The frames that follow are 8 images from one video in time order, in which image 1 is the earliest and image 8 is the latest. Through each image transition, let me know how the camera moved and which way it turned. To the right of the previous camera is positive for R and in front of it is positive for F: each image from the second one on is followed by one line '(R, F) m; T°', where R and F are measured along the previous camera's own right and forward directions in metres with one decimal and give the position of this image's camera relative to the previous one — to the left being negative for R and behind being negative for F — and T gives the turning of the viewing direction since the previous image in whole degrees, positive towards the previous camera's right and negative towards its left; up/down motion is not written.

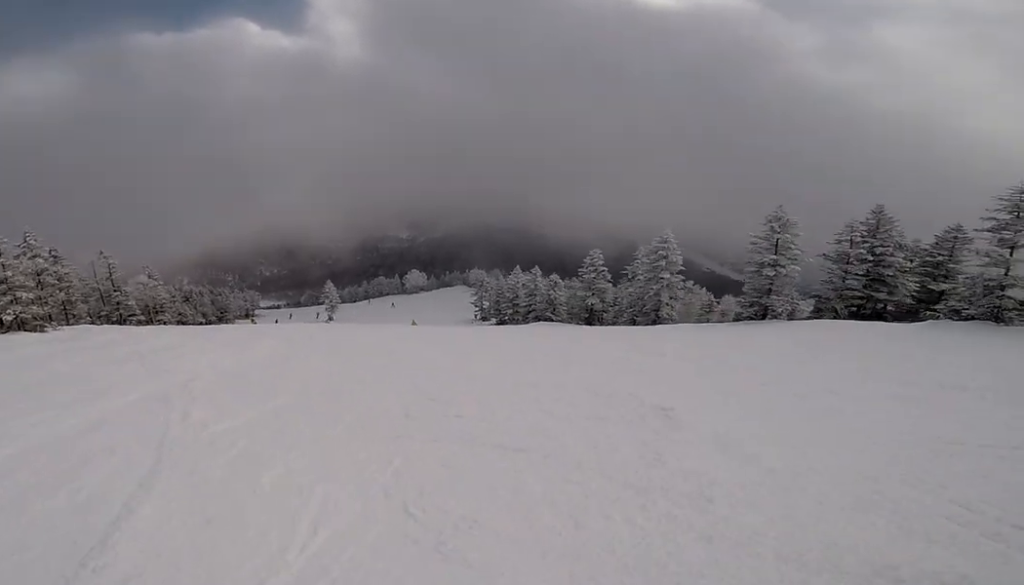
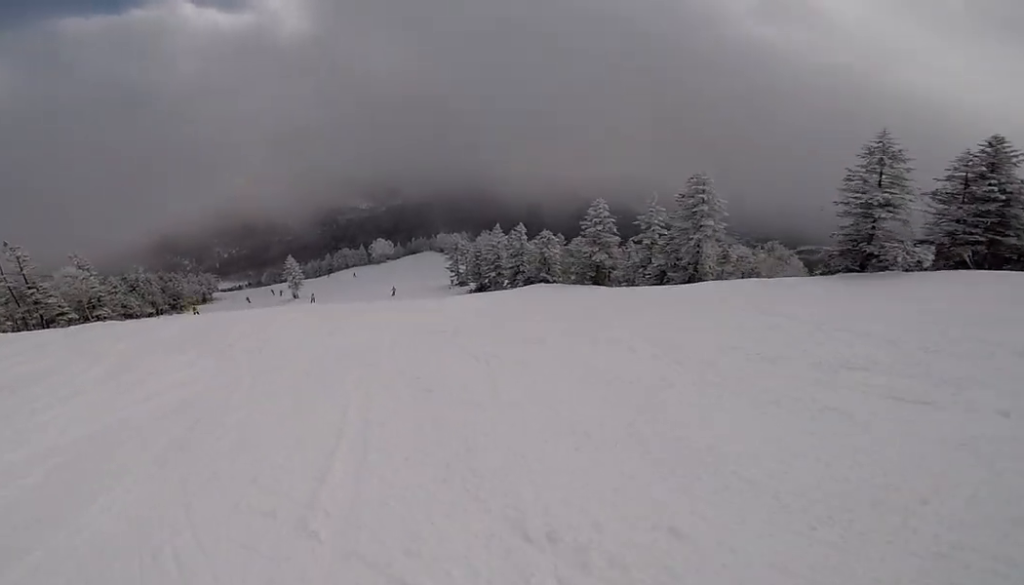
(+0.2, +6.7) m; -9°
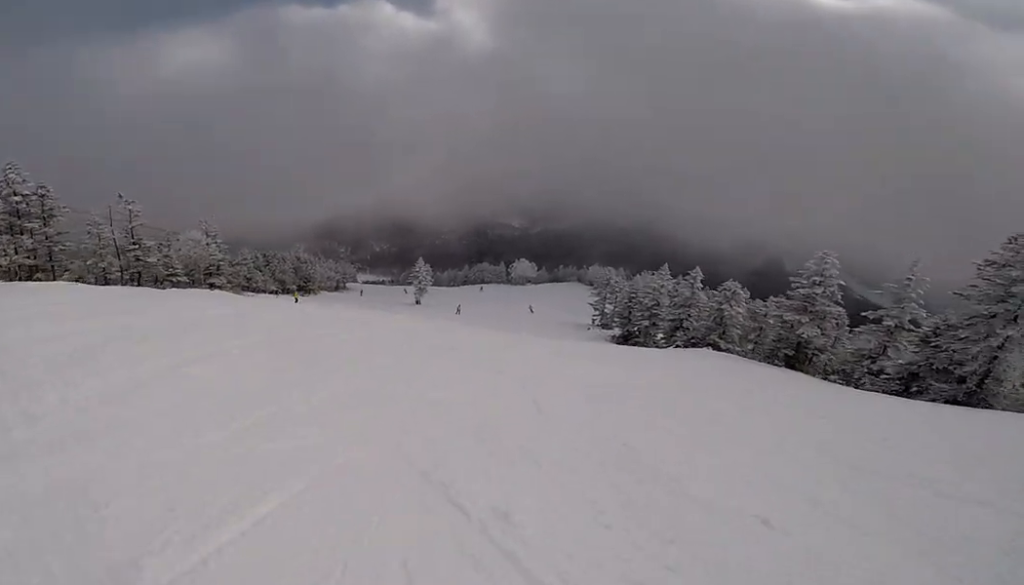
(-1.9, +6.4) m; -20°
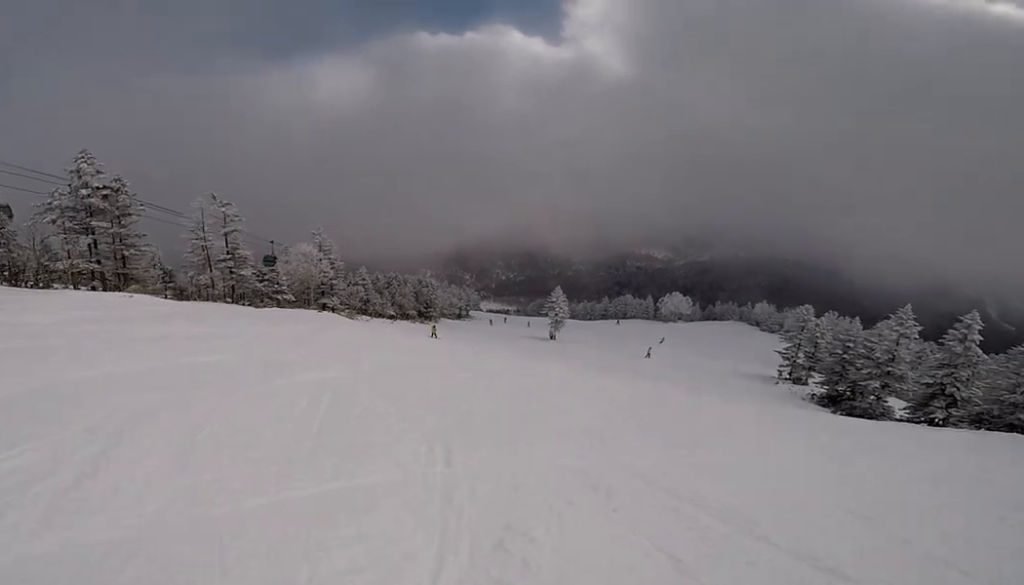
(0.0, +8.6) m; +3°
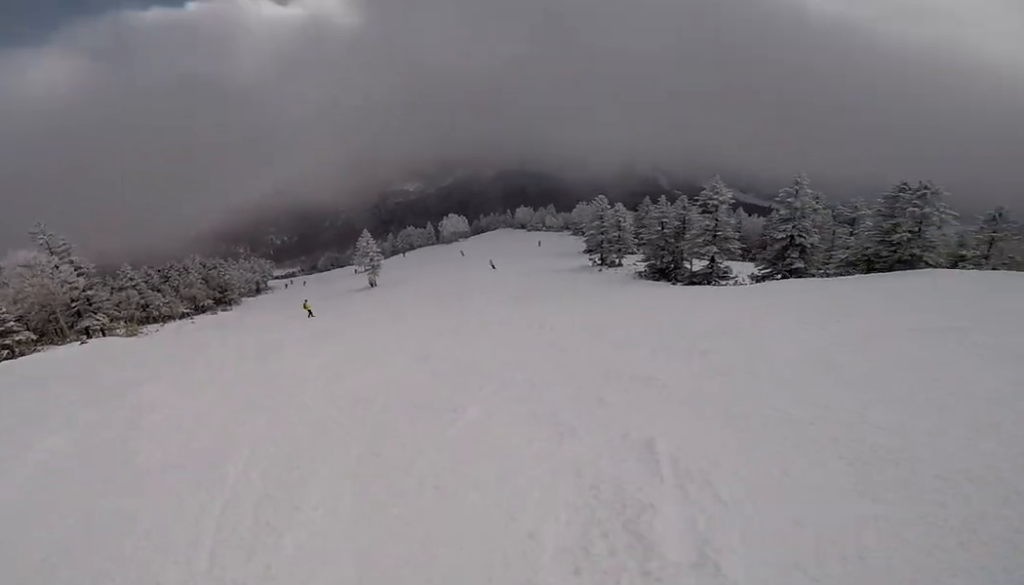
(+3.6, +8.8) m; +40°
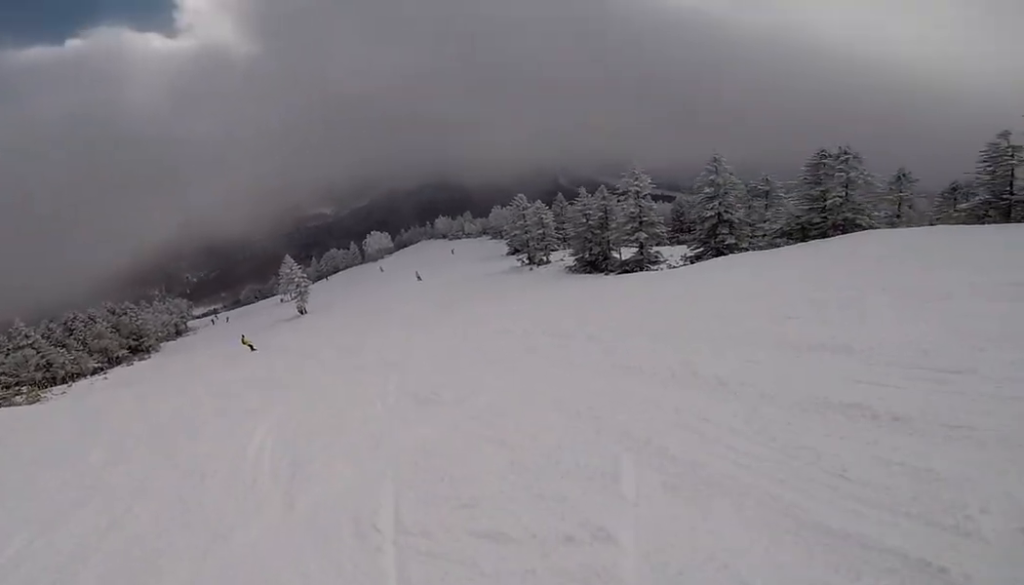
(+0.2, +2.9) m; +4°
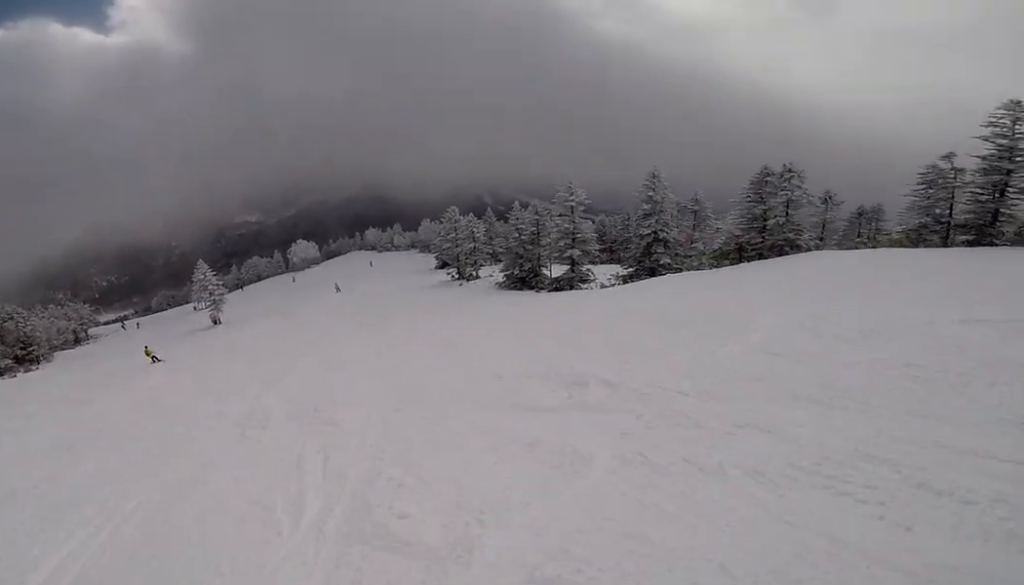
(0.0, +3.1) m; -7°
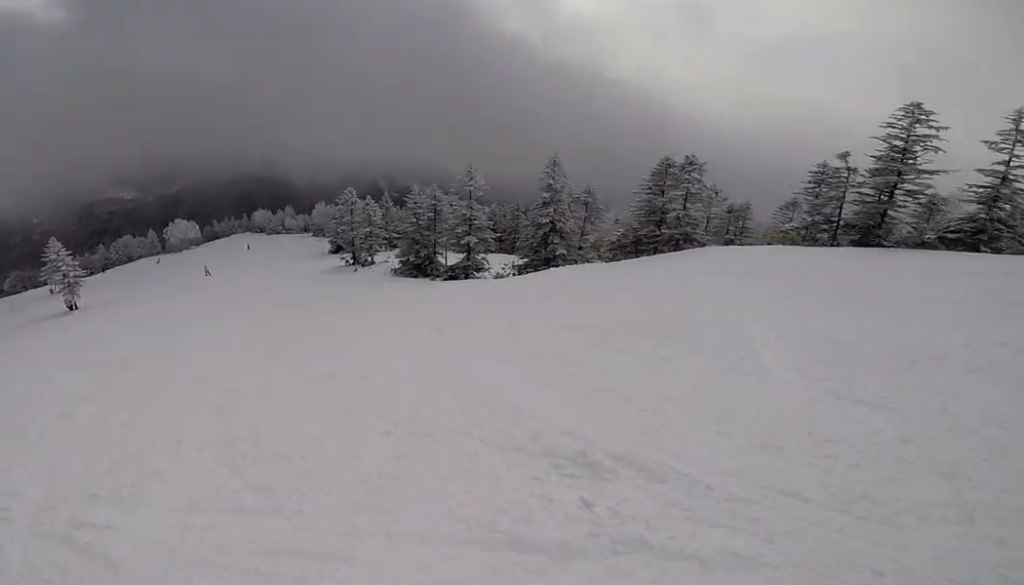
(+0.4, +2.9) m; -9°
